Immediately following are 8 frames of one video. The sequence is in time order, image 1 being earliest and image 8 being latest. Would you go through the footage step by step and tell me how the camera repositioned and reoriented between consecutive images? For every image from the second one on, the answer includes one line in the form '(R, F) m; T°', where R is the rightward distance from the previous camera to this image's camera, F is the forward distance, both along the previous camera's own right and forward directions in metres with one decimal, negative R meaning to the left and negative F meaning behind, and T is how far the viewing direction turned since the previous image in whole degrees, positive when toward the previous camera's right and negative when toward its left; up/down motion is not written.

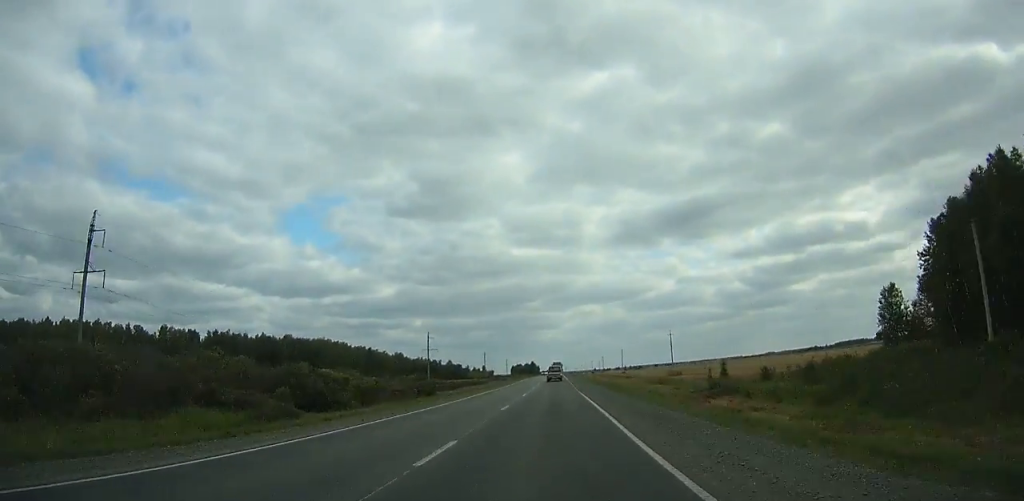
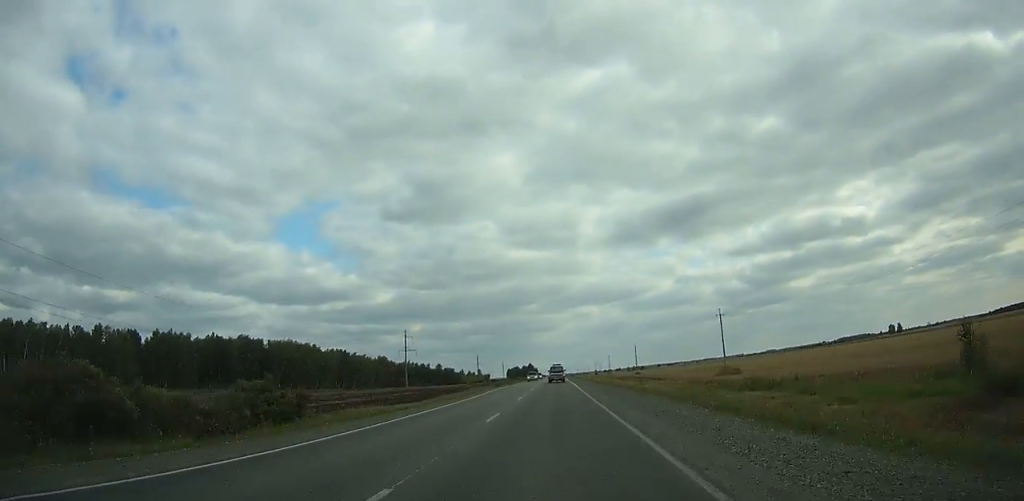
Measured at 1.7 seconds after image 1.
(-0.1, +41.7) m; 0°
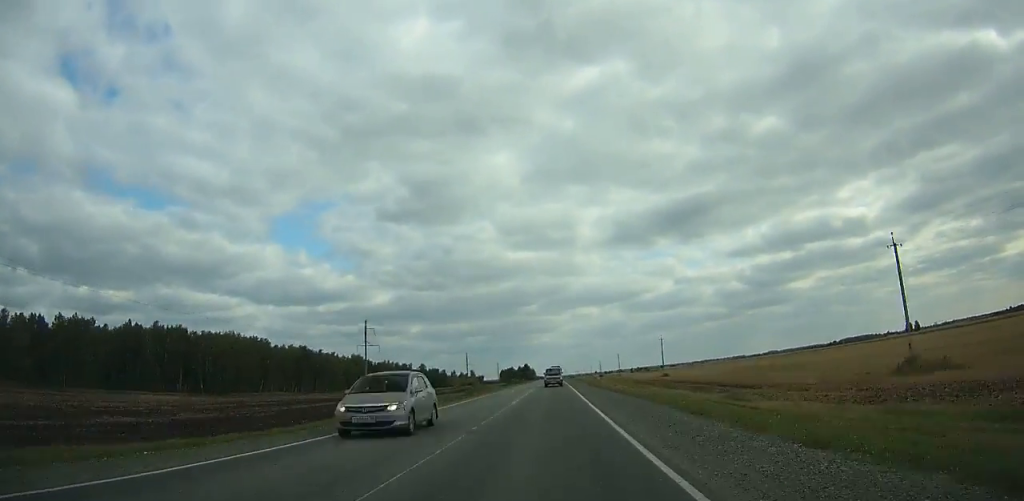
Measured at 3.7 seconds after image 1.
(+0.2, +48.7) m; 0°
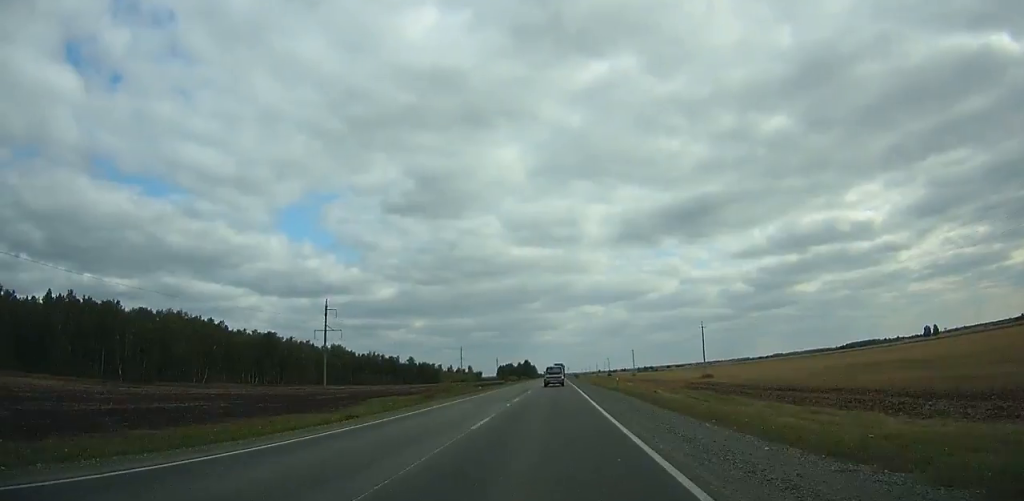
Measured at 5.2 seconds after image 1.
(0.0, +36.3) m; 0°
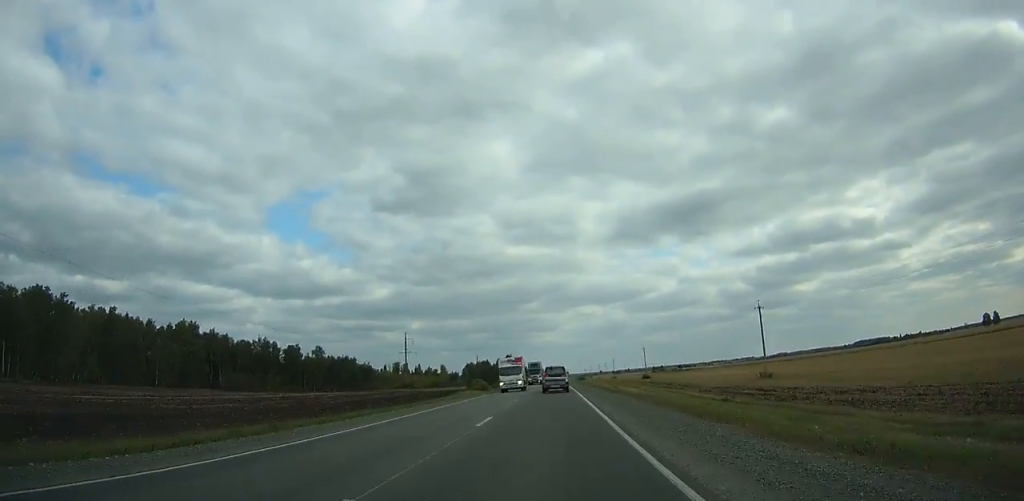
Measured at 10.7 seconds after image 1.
(+0.1, +131.2) m; 0°
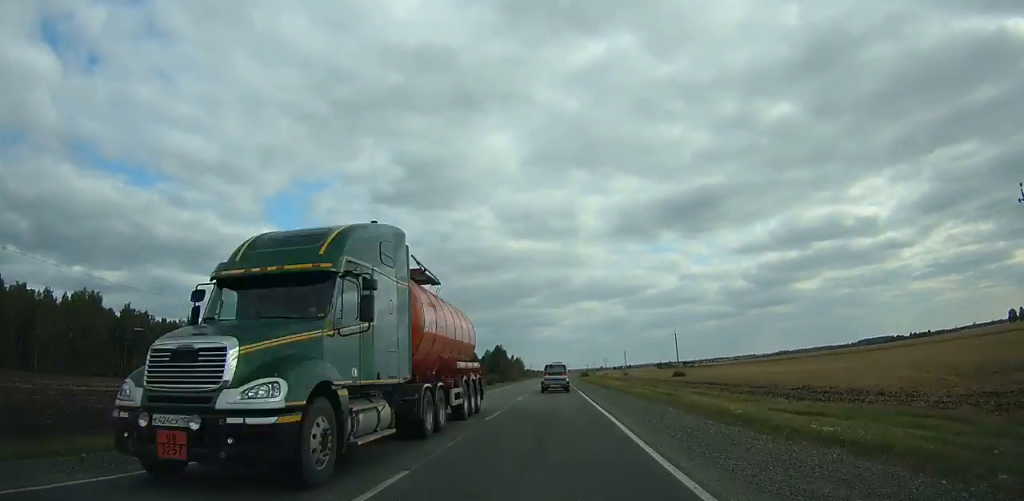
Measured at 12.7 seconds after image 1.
(+0.1, +46.8) m; 0°
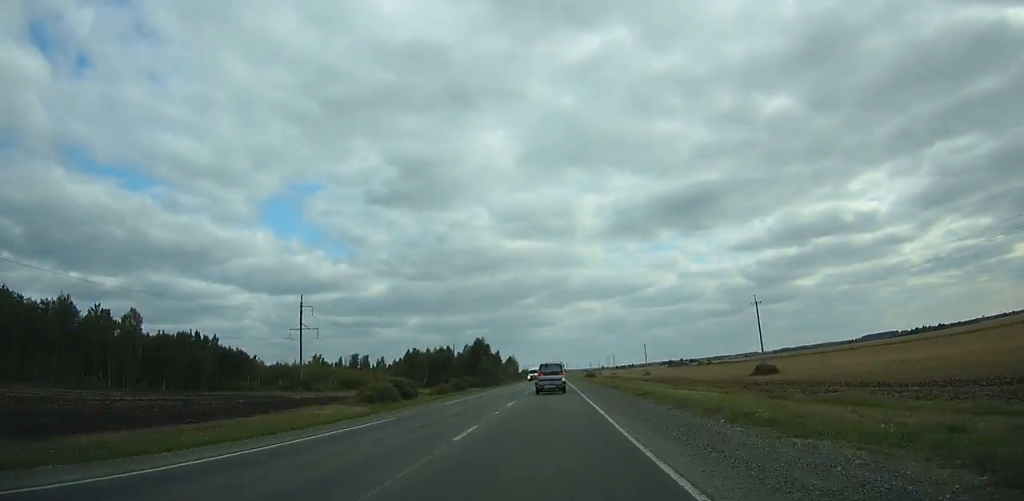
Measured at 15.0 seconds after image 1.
(0.0, +53.6) m; 0°
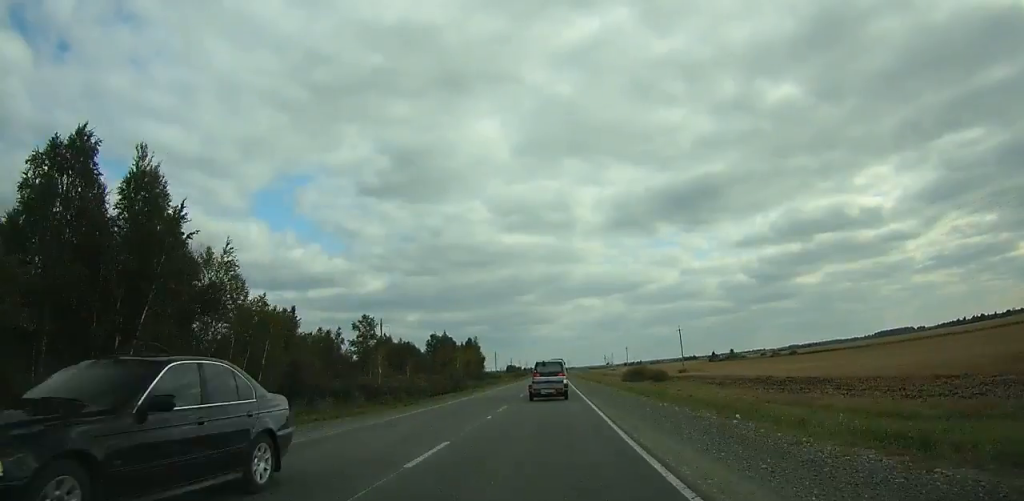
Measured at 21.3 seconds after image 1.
(-0.2, +147.0) m; 0°
